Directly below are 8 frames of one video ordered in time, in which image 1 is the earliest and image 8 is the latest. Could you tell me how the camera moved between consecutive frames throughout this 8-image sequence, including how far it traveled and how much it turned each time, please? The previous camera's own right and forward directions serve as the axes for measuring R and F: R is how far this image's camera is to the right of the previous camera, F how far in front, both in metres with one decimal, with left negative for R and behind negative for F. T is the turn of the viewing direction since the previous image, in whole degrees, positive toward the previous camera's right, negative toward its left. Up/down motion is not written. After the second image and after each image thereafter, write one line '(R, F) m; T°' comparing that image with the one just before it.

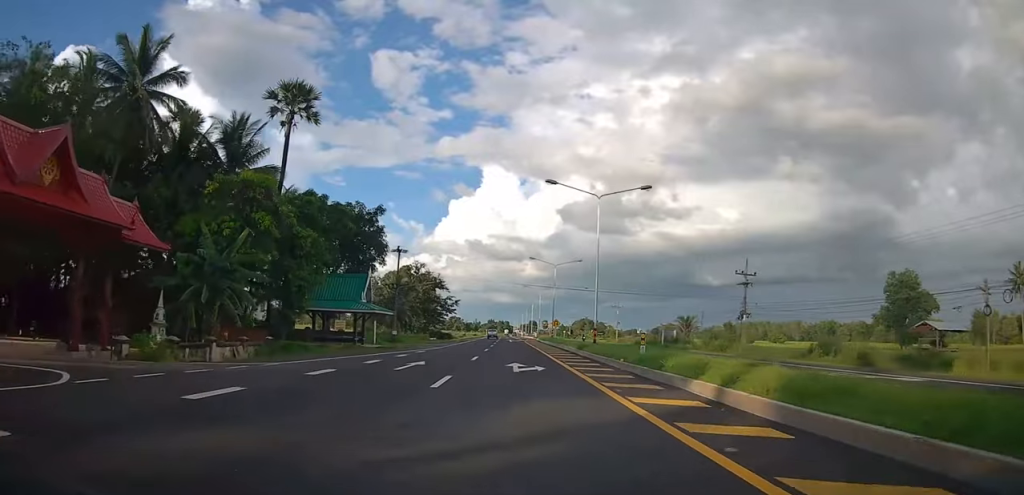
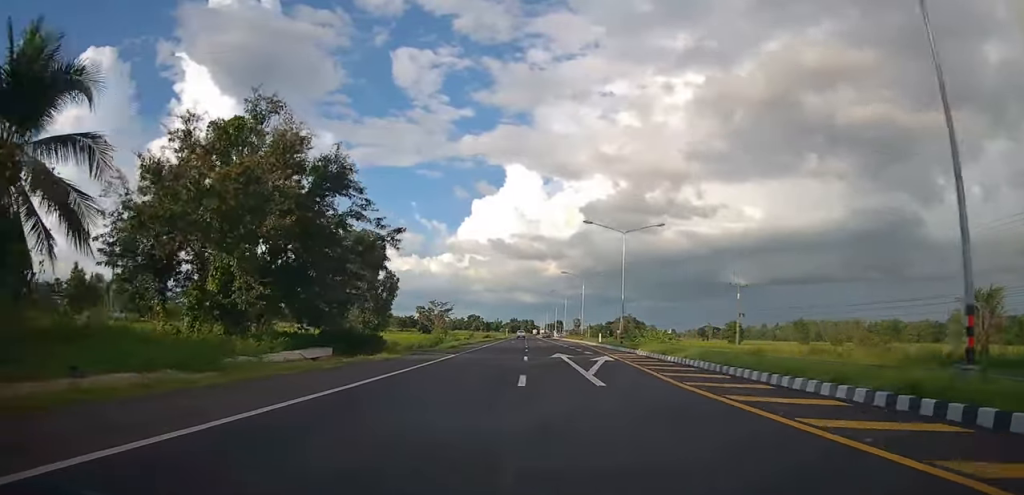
(-1.4, +59.7) m; -2°
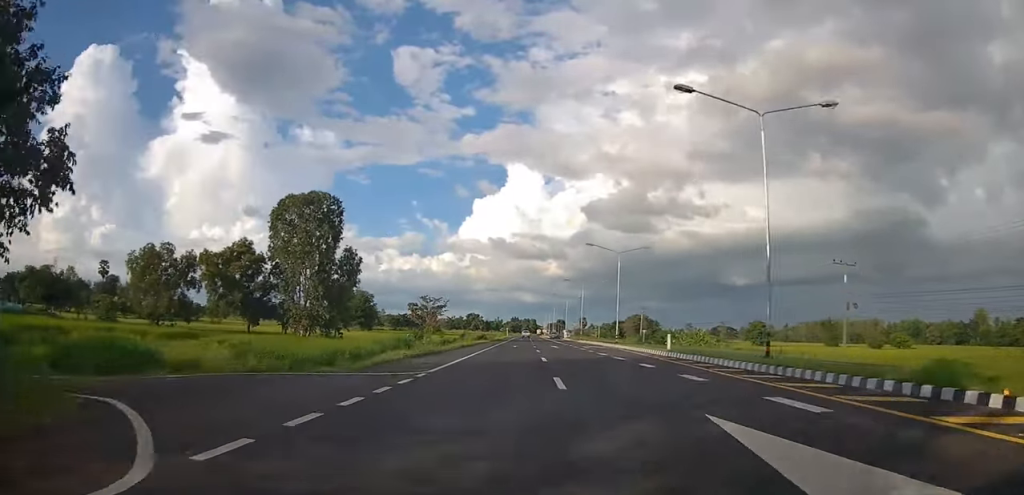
(-0.4, +24.7) m; -1°
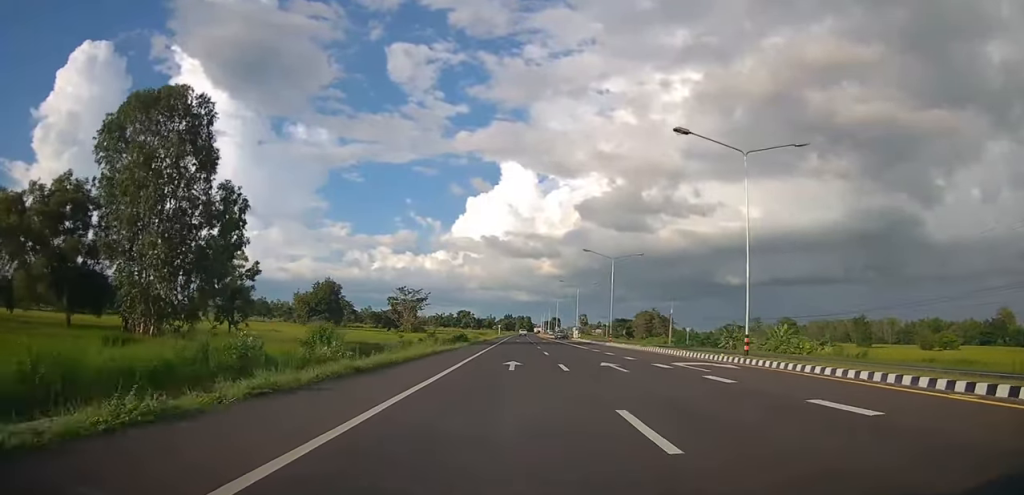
(-0.3, +30.5) m; +1°
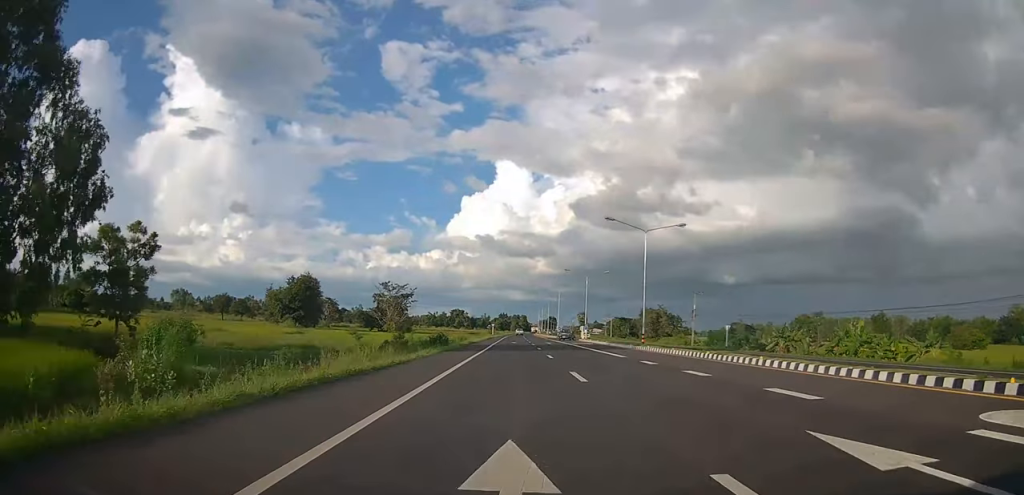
(+0.5, +16.2) m; 0°
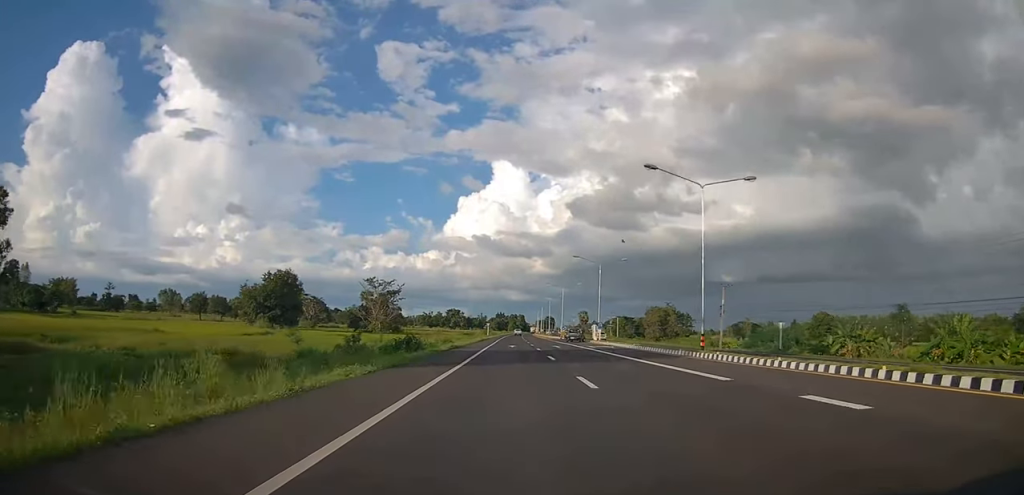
(+0.2, +13.6) m; 0°
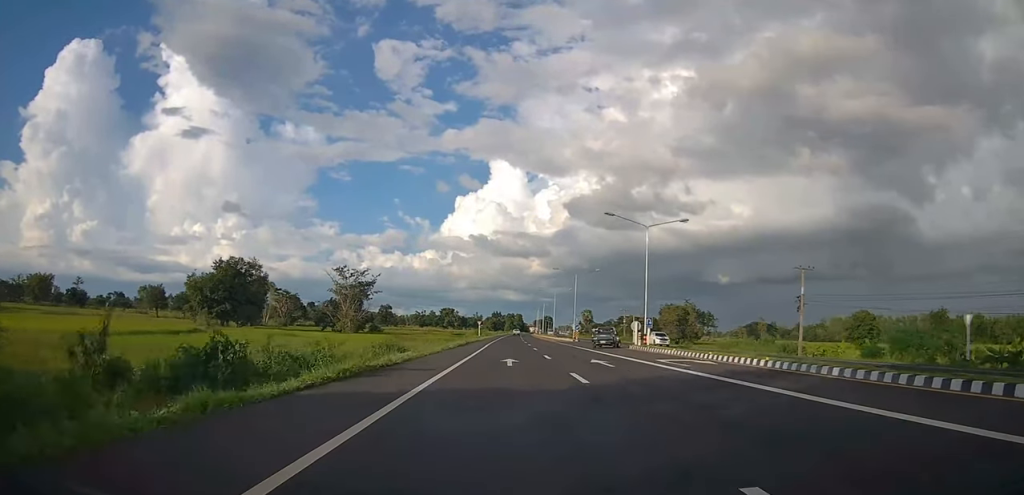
(-0.6, +23.1) m; 0°
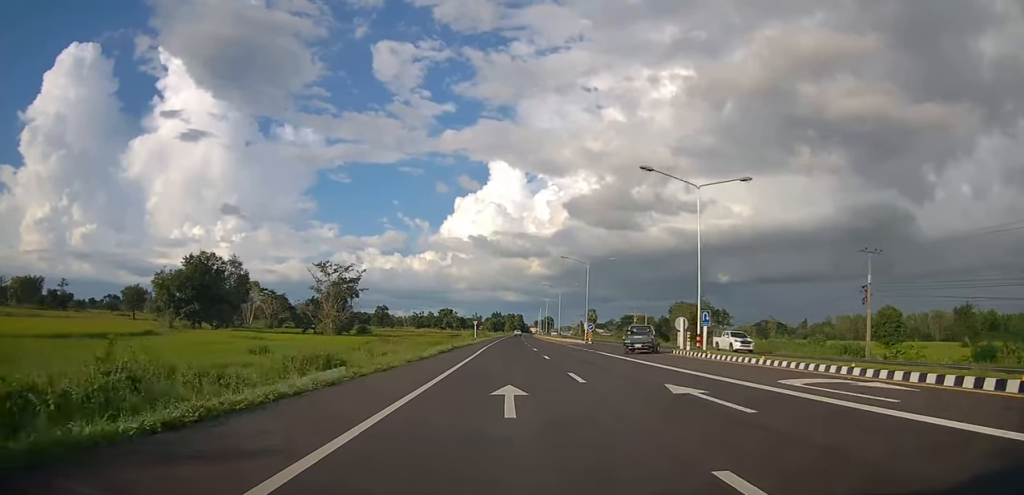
(+0.4, +11.6) m; 0°
